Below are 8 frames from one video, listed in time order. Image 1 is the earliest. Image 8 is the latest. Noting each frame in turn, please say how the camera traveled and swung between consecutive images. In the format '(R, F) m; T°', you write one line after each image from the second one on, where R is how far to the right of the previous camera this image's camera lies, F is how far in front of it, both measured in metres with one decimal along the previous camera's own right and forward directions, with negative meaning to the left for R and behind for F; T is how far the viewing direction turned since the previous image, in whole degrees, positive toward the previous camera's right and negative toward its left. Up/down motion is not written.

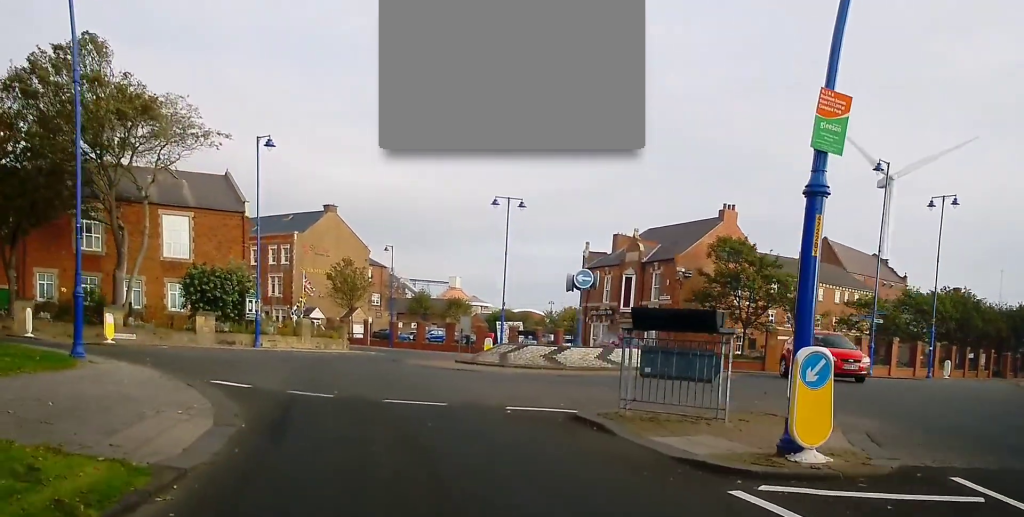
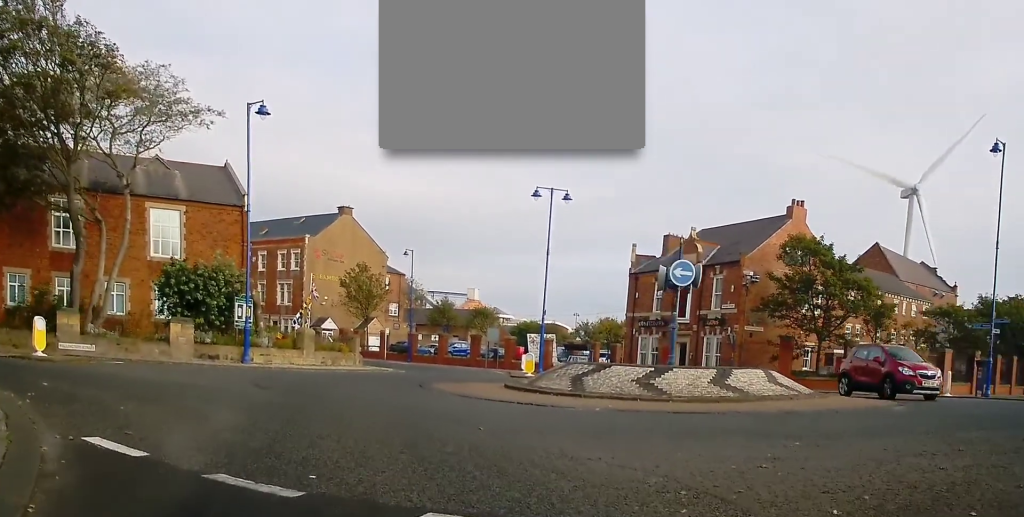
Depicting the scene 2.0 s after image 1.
(+0.1, +8.0) m; -1°
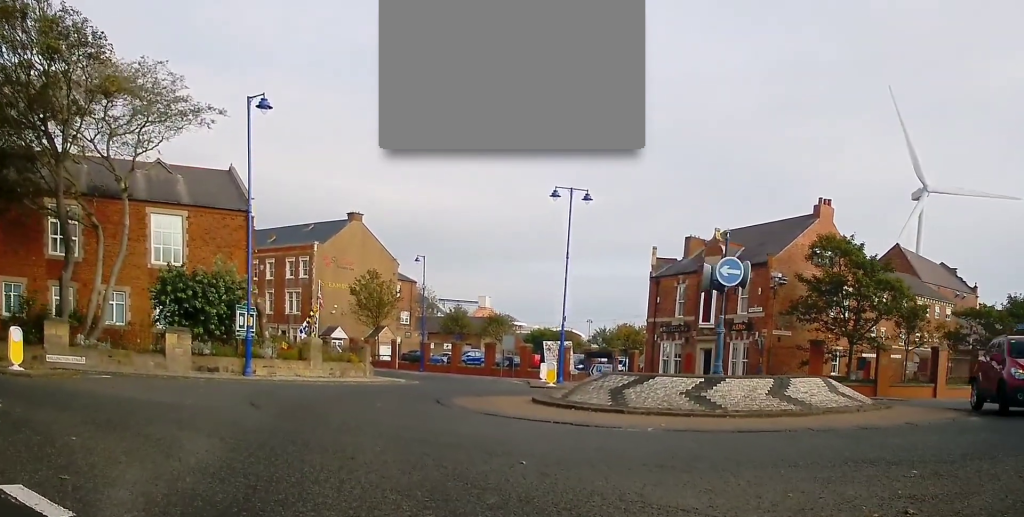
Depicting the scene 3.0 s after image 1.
(0.0, +2.5) m; +3°
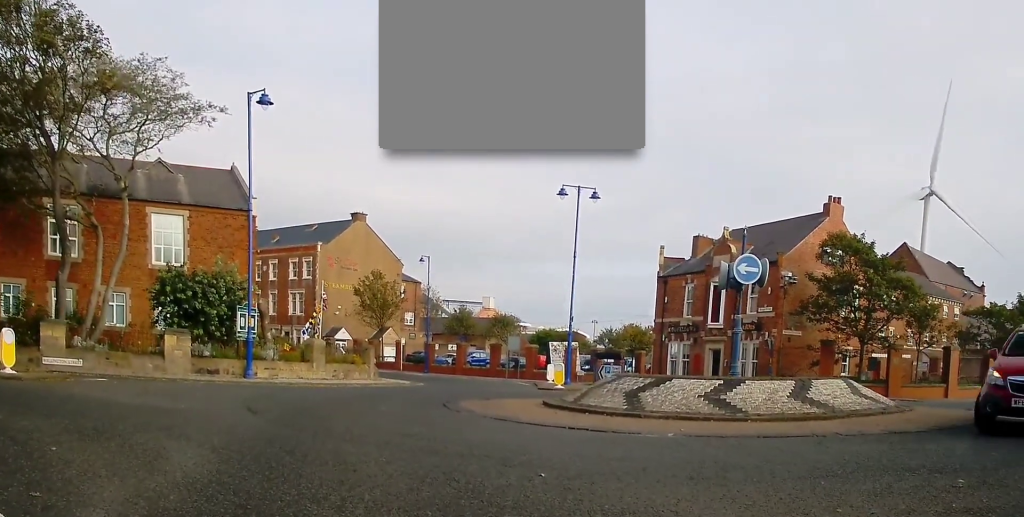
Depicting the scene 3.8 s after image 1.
(+0.1, +1.2) m; +3°
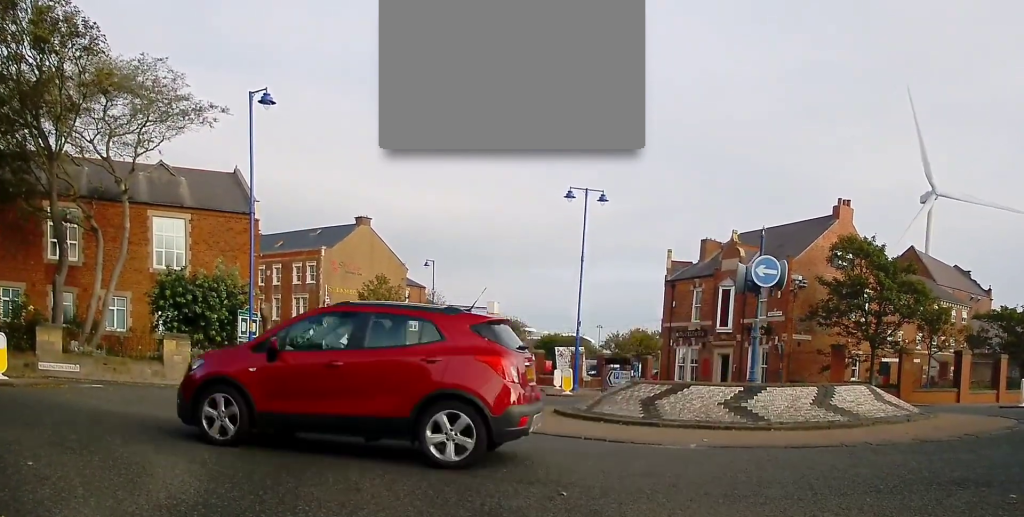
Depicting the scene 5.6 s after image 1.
(0.0, +0.9) m; -1°
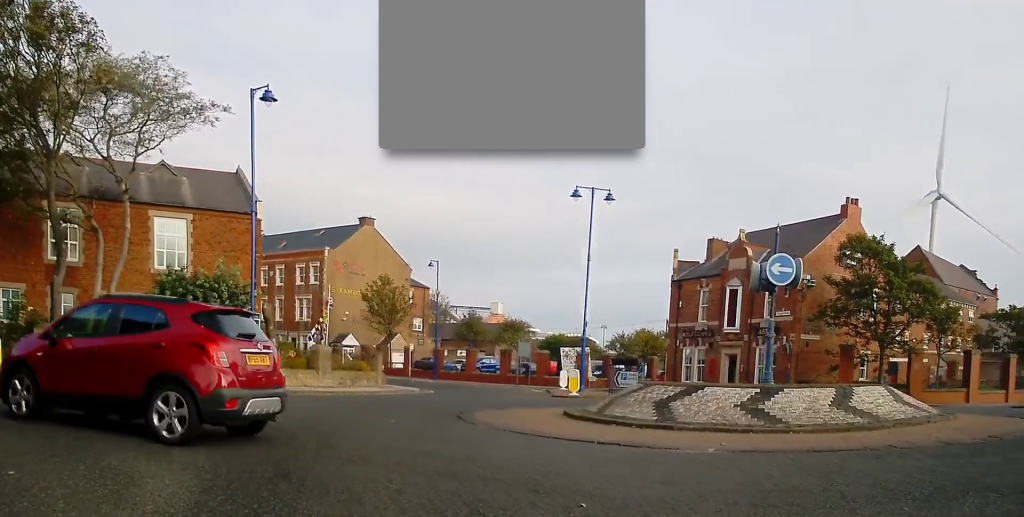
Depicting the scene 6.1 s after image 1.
(-0.1, +0.4) m; -5°
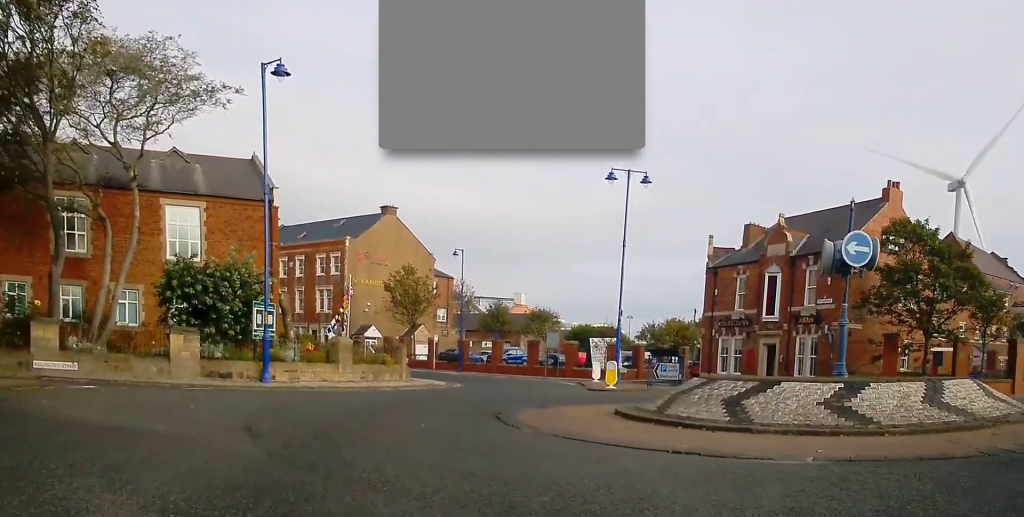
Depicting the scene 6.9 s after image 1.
(-0.1, +1.3) m; -6°
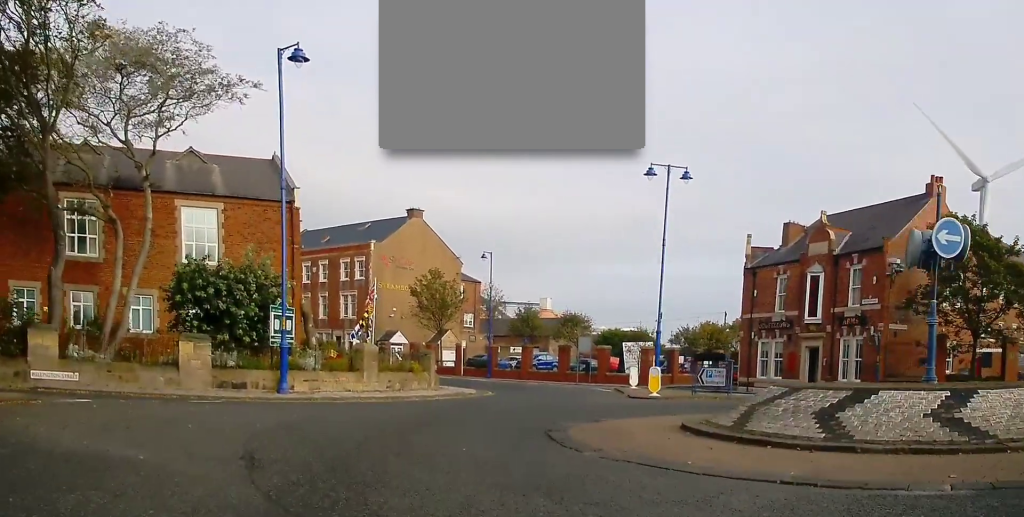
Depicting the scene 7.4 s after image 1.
(0.0, +1.3) m; -2°
